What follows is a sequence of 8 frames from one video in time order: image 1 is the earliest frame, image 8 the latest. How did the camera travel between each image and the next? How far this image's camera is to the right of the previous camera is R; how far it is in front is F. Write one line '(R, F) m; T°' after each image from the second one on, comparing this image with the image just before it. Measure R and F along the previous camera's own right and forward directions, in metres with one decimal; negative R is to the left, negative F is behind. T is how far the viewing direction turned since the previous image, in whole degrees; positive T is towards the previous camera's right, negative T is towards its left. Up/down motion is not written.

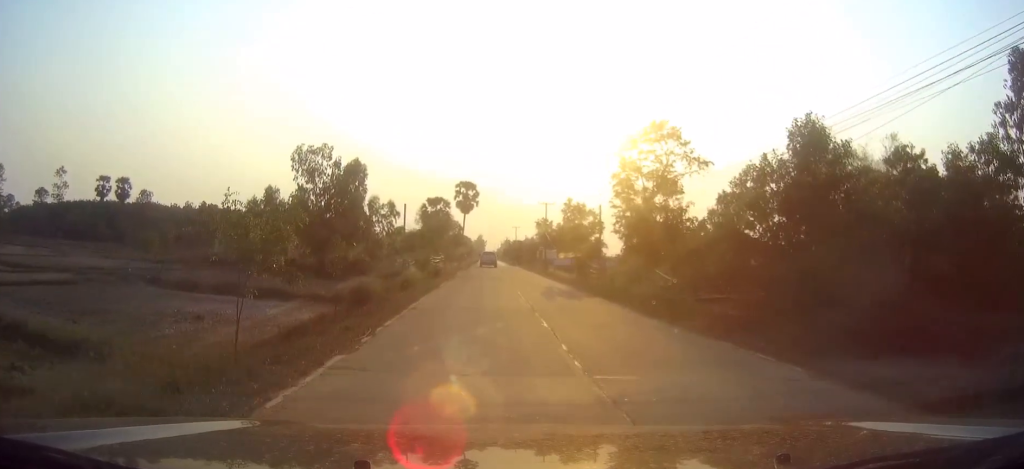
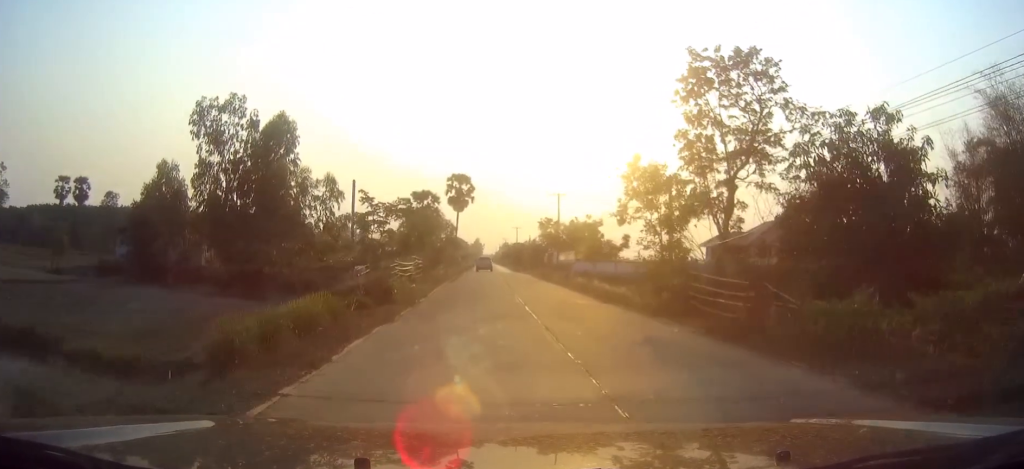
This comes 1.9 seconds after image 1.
(0.0, +22.5) m; 0°
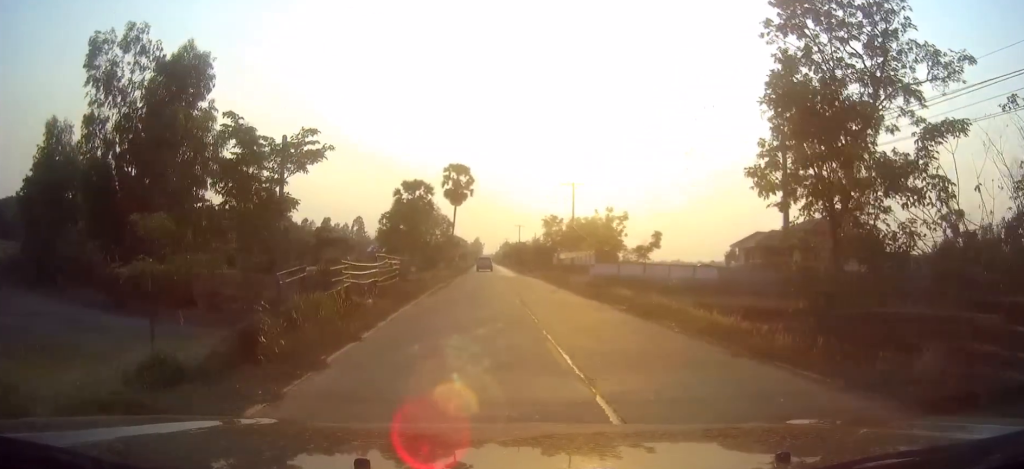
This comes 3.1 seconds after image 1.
(0.0, +13.8) m; 0°
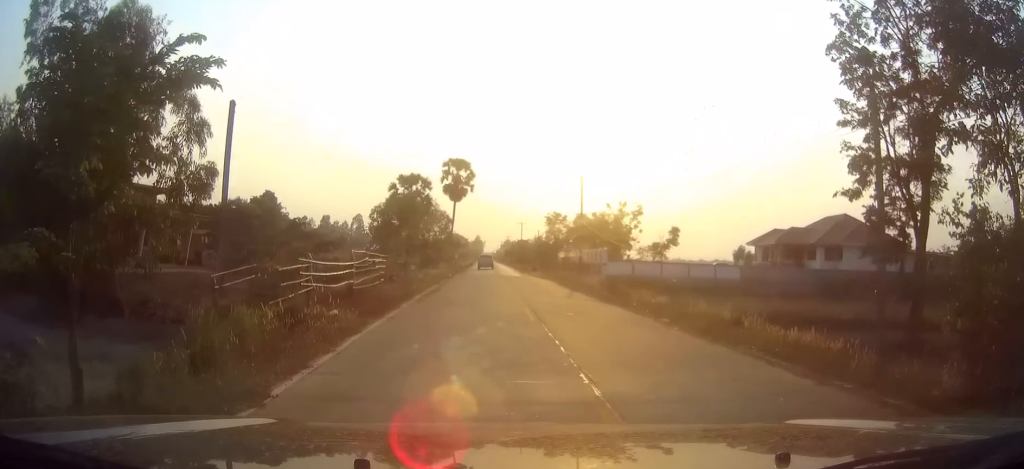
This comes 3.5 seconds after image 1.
(0.0, +5.5) m; 0°
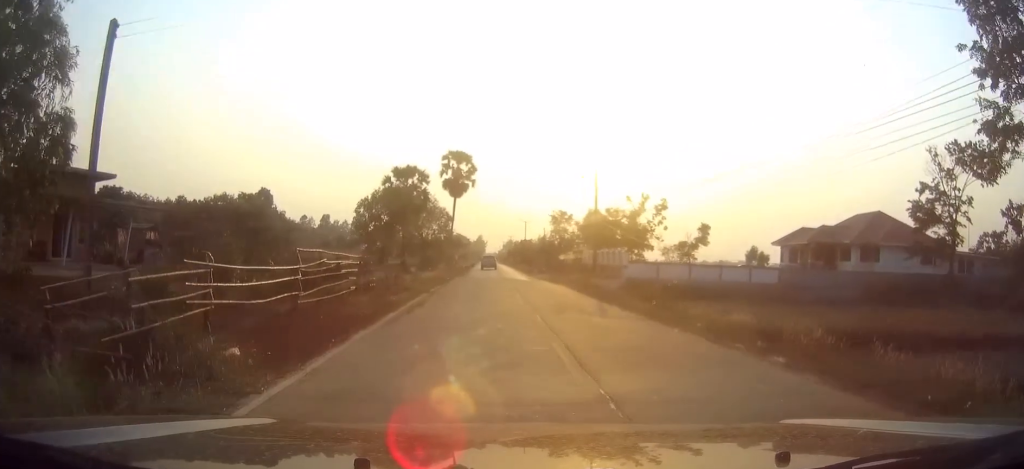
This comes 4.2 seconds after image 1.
(+0.1, +7.5) m; 0°
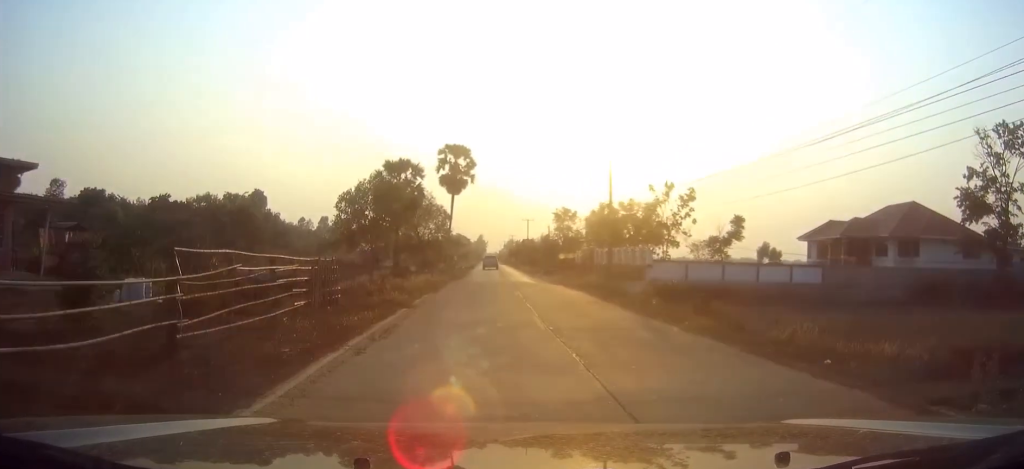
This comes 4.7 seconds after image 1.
(0.0, +6.6) m; 0°
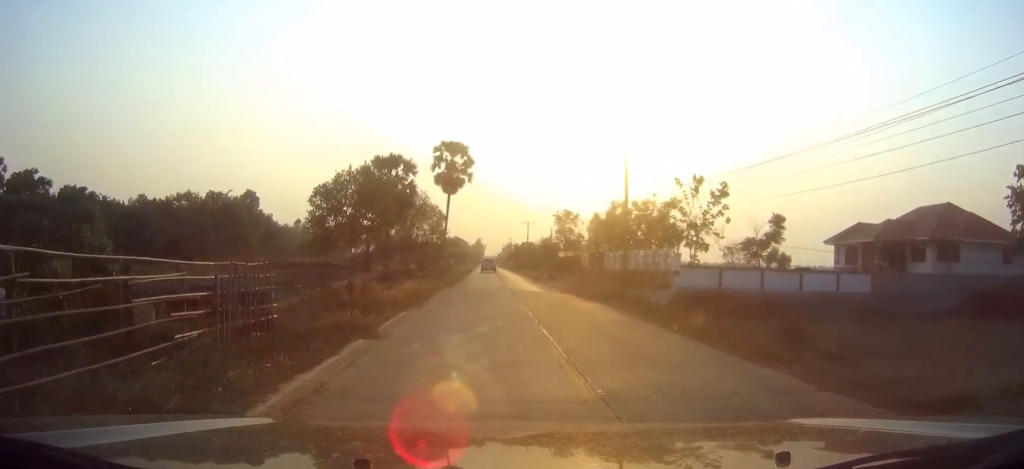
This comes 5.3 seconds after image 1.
(-0.1, +6.3) m; 0°
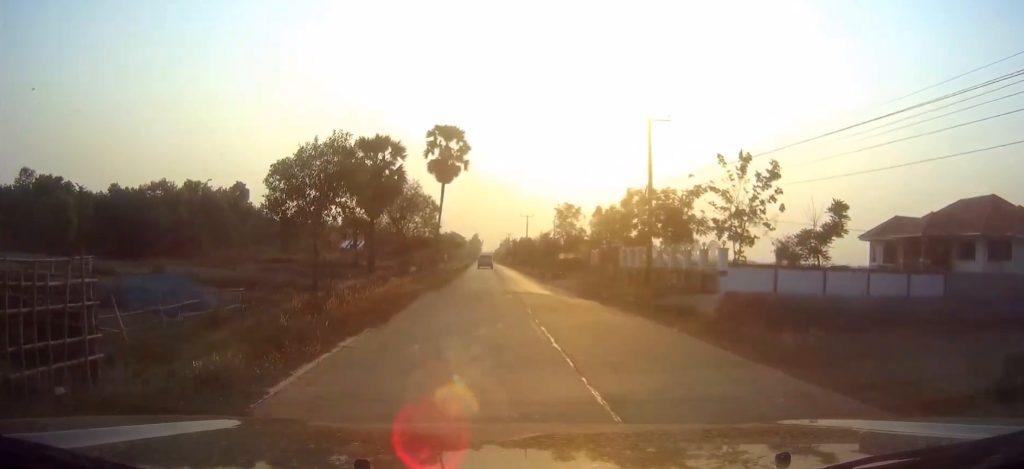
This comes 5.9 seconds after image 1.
(0.0, +7.0) m; 0°
